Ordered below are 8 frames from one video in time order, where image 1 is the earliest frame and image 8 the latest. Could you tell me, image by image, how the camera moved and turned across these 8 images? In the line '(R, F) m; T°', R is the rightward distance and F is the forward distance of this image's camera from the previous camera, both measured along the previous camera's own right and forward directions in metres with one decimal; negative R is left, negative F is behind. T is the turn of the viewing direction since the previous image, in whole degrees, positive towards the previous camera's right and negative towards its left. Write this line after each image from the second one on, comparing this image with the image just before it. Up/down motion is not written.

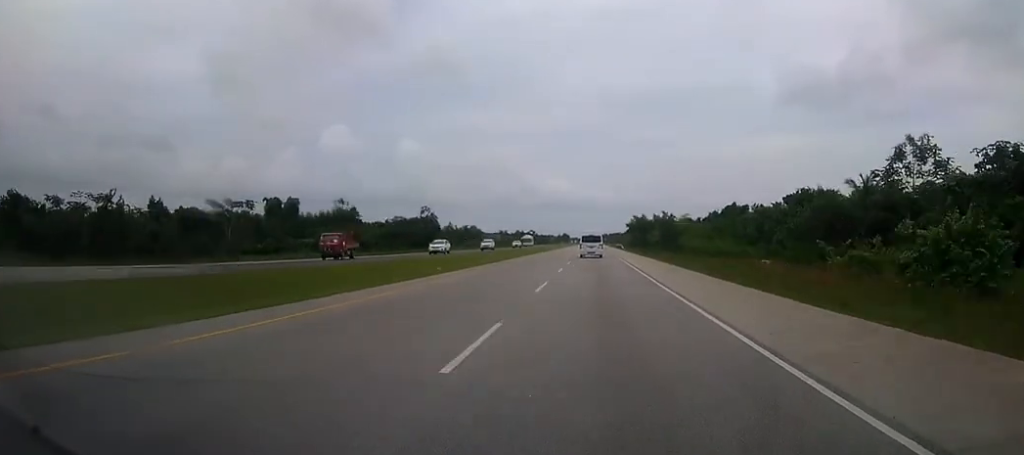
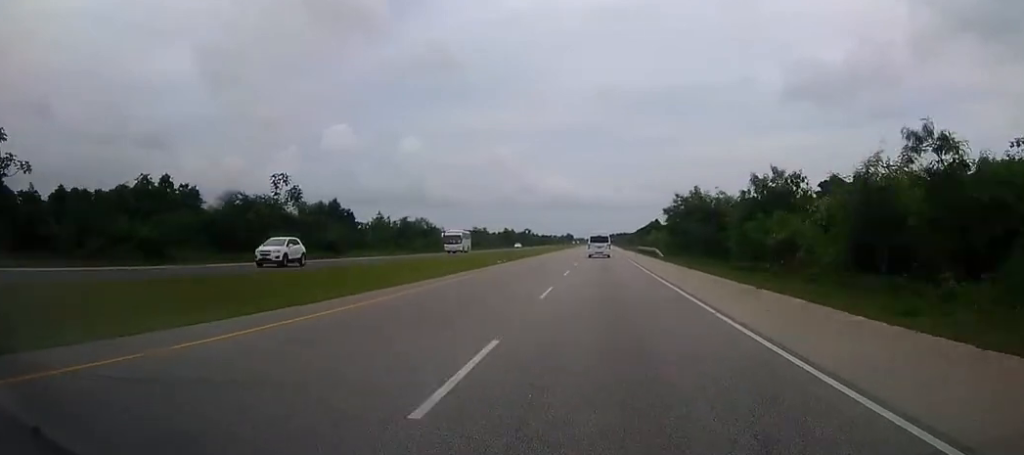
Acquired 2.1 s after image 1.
(0.0, +60.4) m; 0°
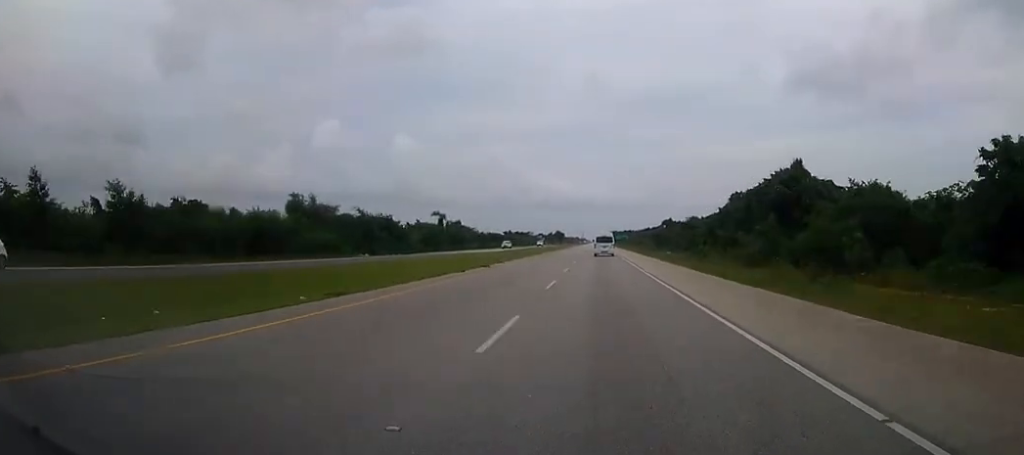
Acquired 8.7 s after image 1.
(-0.1, +189.4) m; 0°
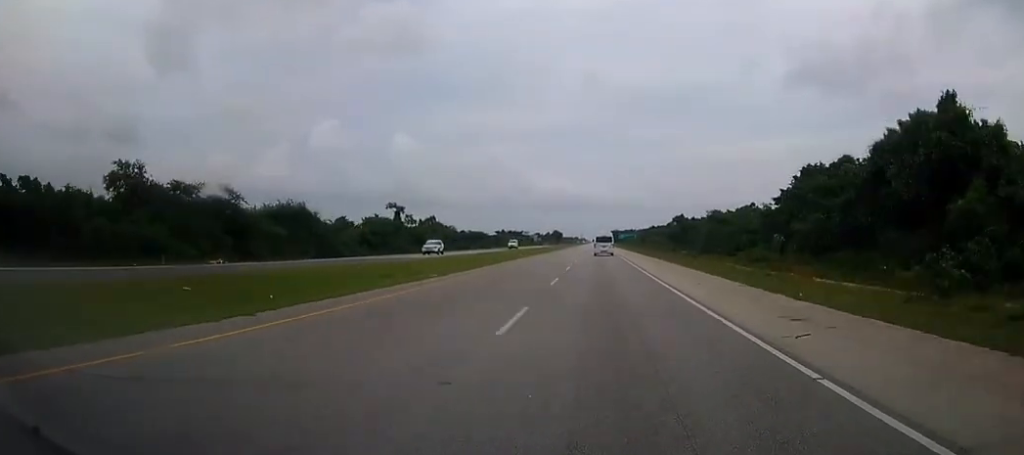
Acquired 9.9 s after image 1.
(0.0, +34.2) m; 0°
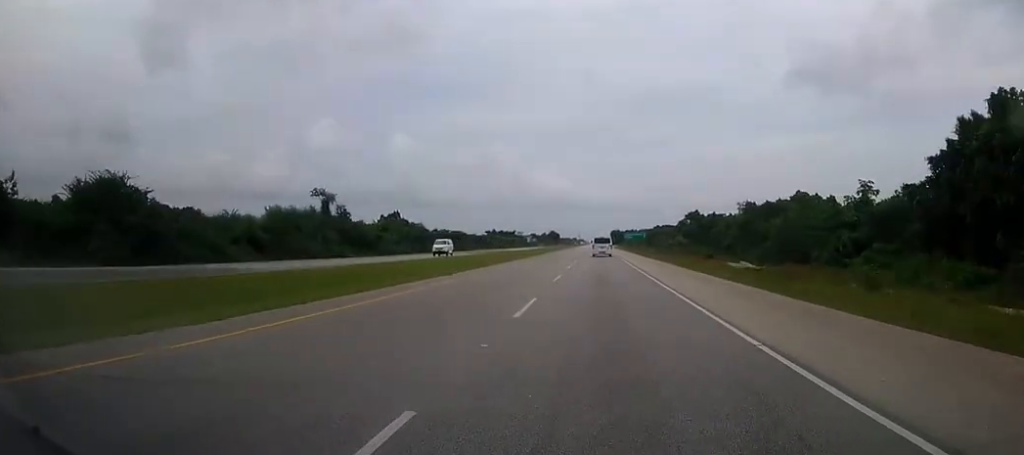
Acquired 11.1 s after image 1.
(0.0, +34.0) m; 0°
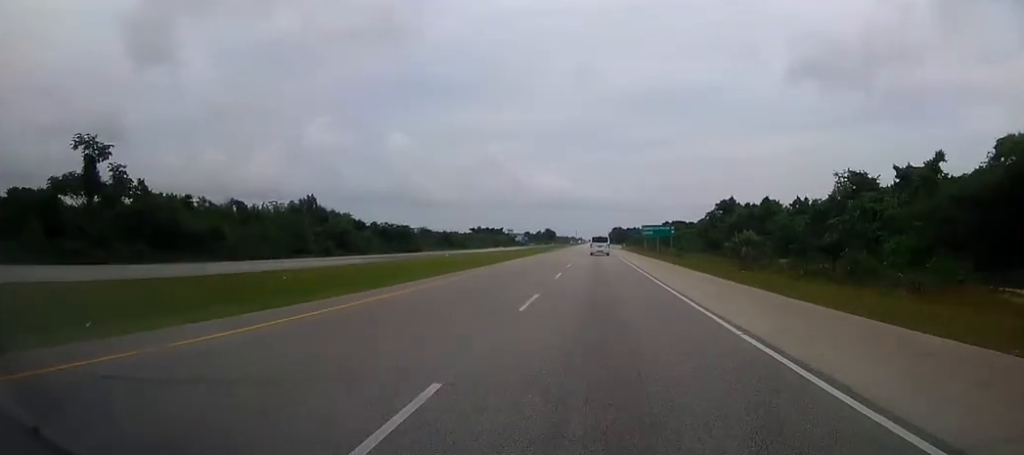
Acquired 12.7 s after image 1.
(0.0, +45.6) m; 0°
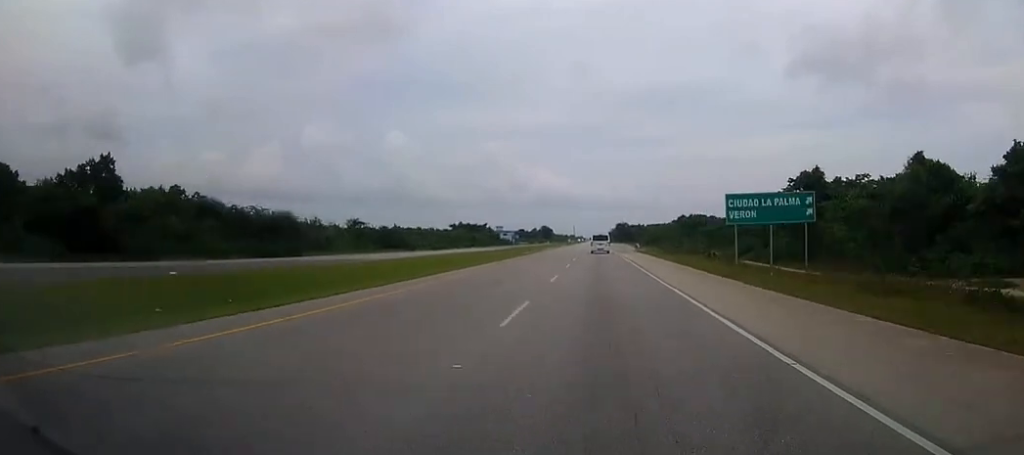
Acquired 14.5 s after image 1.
(0.0, +51.3) m; 0°
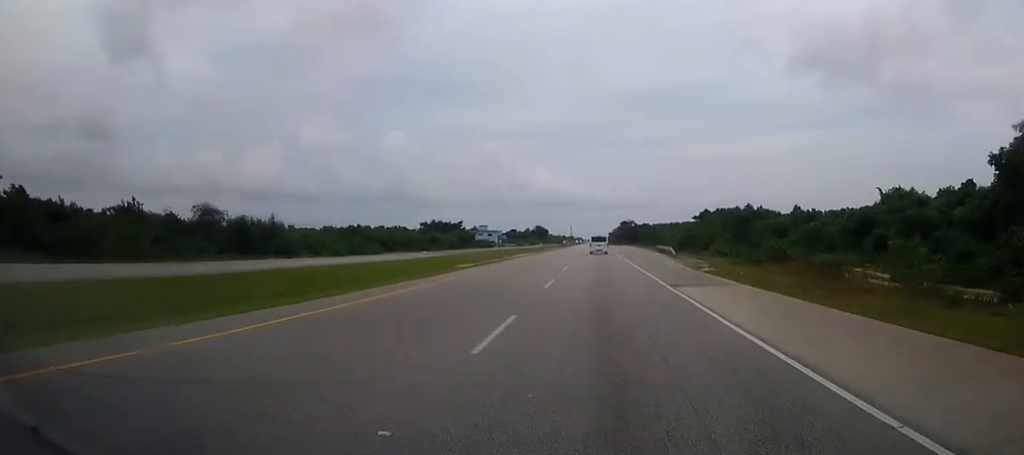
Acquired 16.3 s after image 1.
(0.0, +50.4) m; 0°
